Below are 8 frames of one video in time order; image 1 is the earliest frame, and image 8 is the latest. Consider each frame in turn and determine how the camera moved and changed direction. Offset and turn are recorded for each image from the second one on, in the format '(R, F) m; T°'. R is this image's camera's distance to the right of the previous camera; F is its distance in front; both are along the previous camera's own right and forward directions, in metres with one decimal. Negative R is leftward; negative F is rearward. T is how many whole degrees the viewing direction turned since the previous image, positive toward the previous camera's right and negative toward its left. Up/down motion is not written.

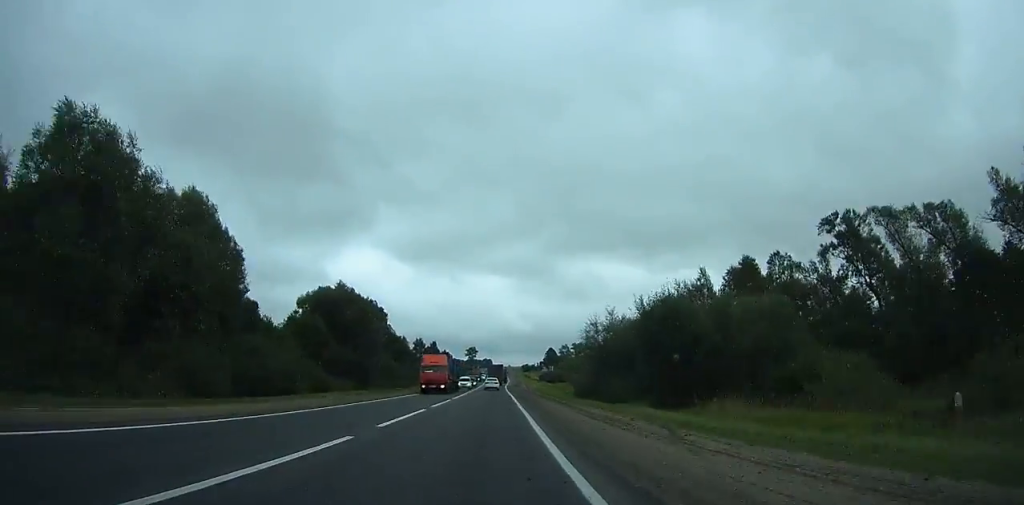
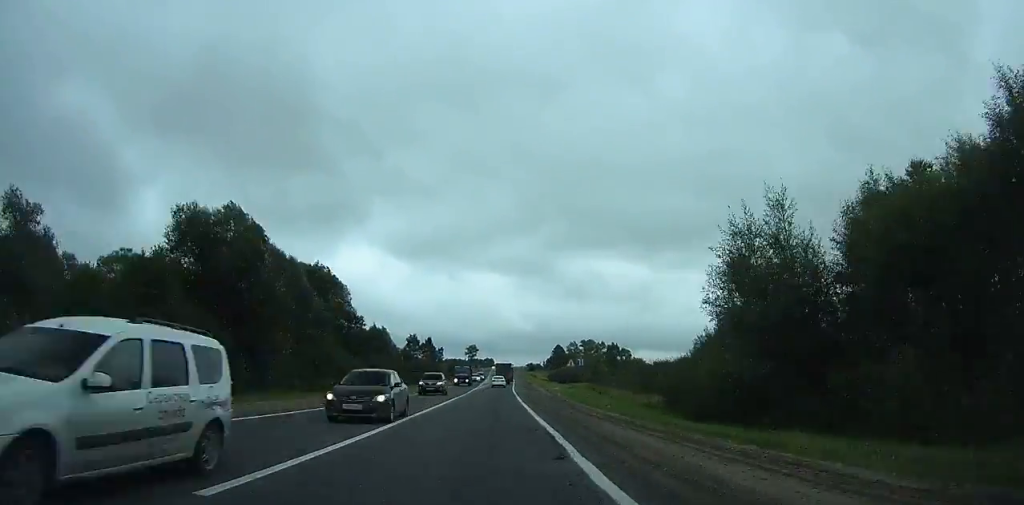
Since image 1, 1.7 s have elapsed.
(0.0, +33.4) m; 0°
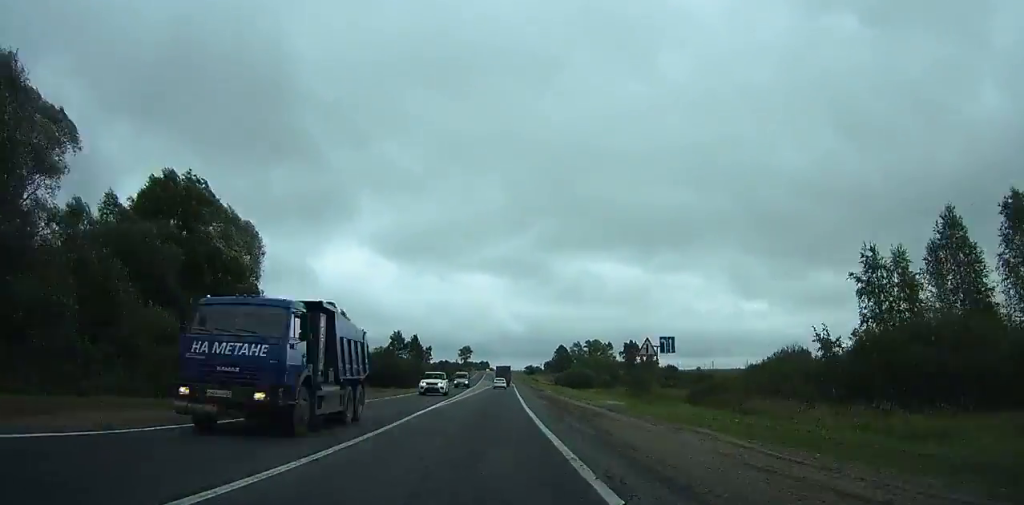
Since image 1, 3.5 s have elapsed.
(+0.1, +35.4) m; 0°
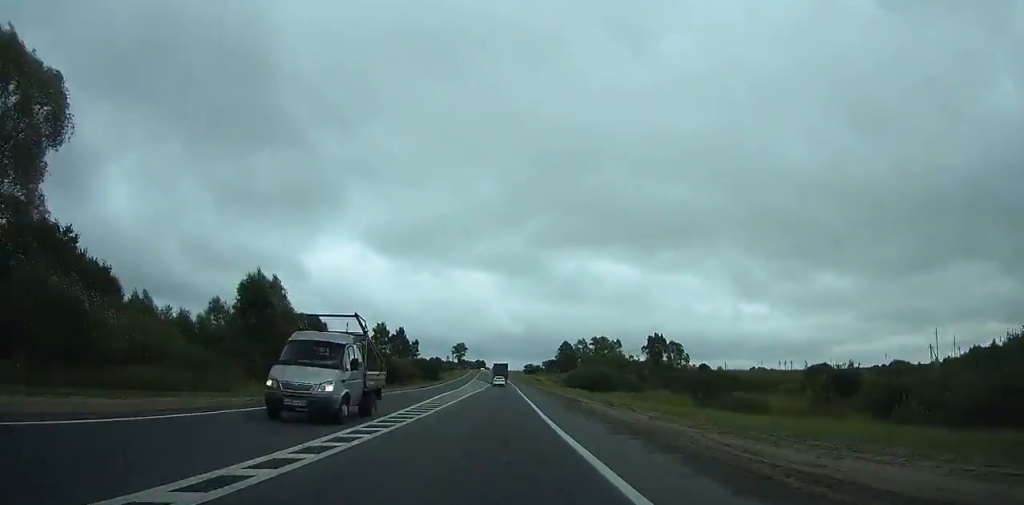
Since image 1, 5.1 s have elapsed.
(0.0, +31.6) m; 0°
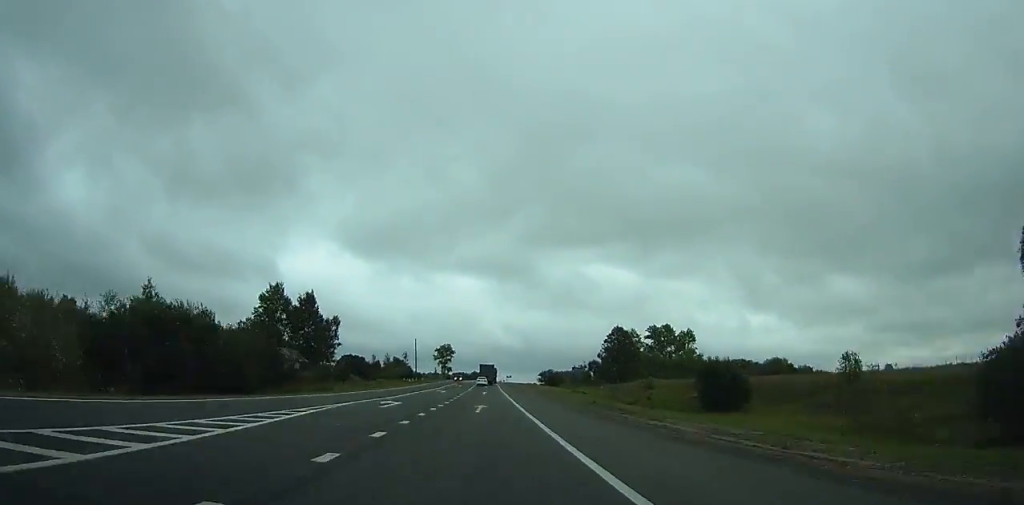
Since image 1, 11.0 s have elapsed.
(+0.8, +117.2) m; 0°
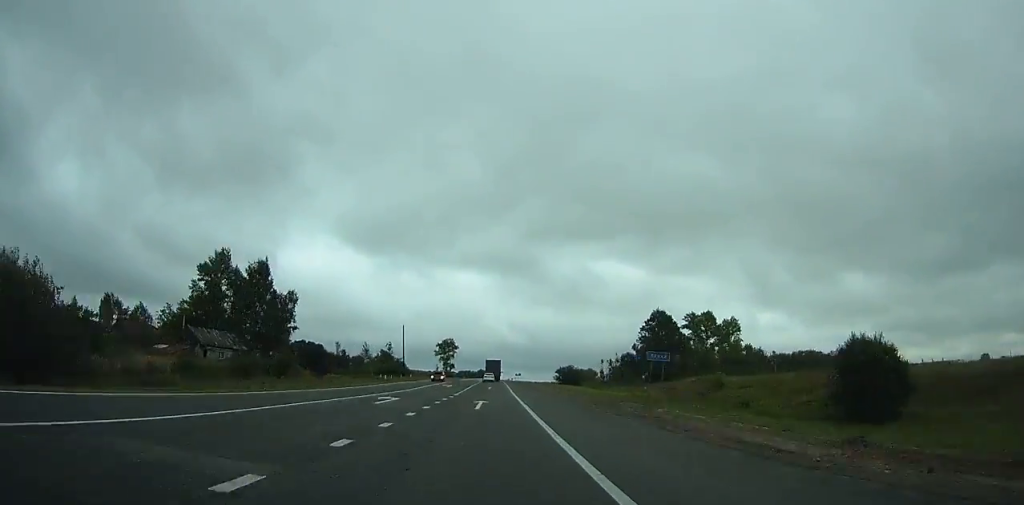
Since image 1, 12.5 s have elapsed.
(-0.2, +29.9) m; -1°
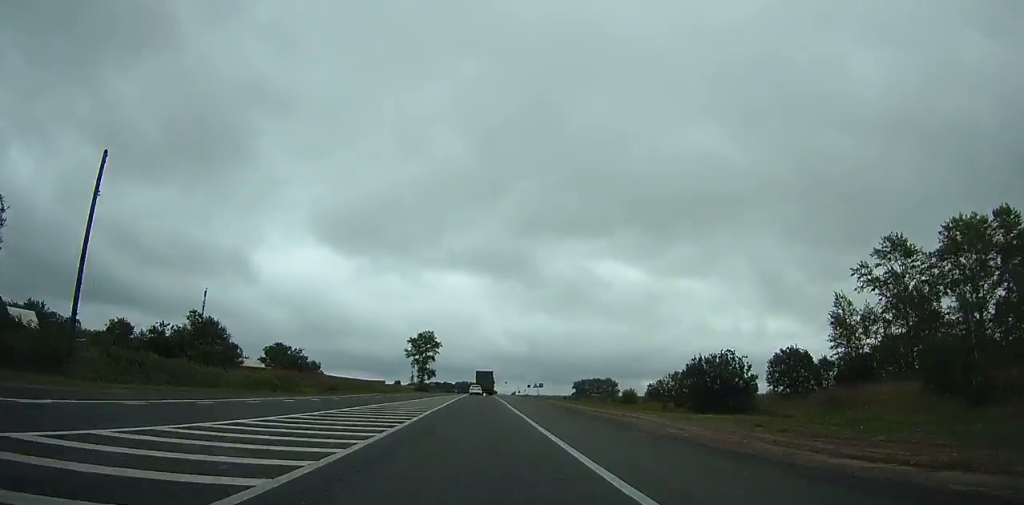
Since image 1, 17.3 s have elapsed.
(-1.1, +95.0) m; -1°
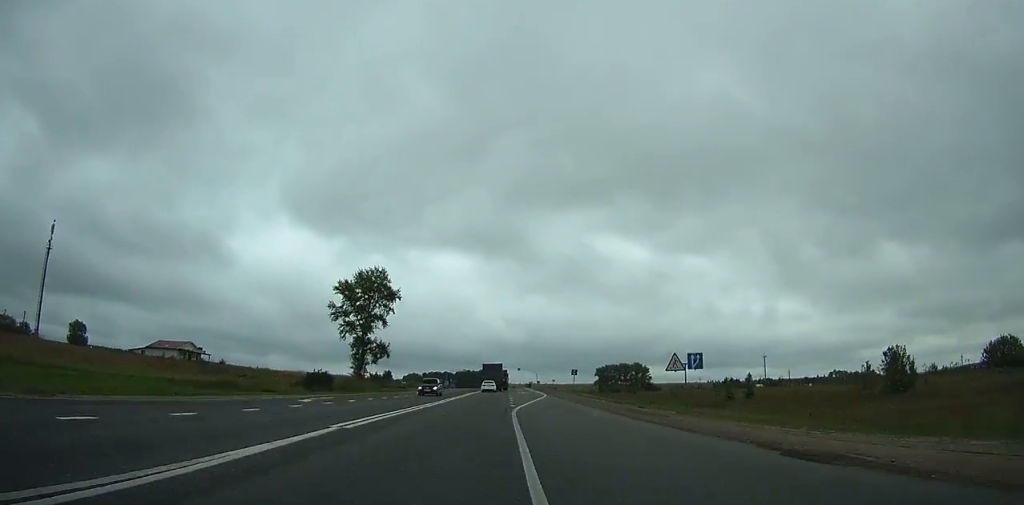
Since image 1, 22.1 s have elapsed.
(+0.2, +91.3) m; 0°
